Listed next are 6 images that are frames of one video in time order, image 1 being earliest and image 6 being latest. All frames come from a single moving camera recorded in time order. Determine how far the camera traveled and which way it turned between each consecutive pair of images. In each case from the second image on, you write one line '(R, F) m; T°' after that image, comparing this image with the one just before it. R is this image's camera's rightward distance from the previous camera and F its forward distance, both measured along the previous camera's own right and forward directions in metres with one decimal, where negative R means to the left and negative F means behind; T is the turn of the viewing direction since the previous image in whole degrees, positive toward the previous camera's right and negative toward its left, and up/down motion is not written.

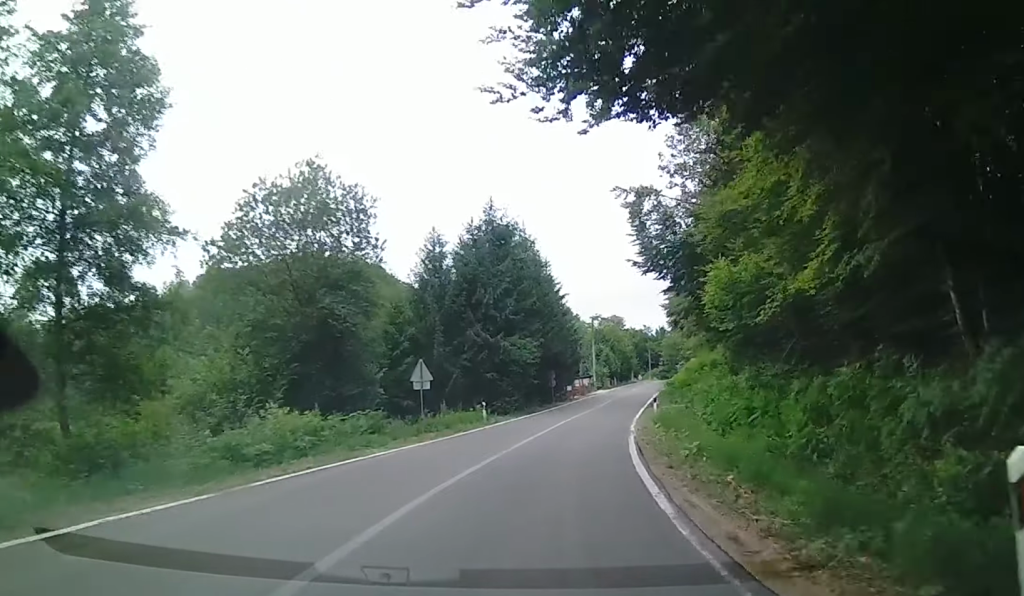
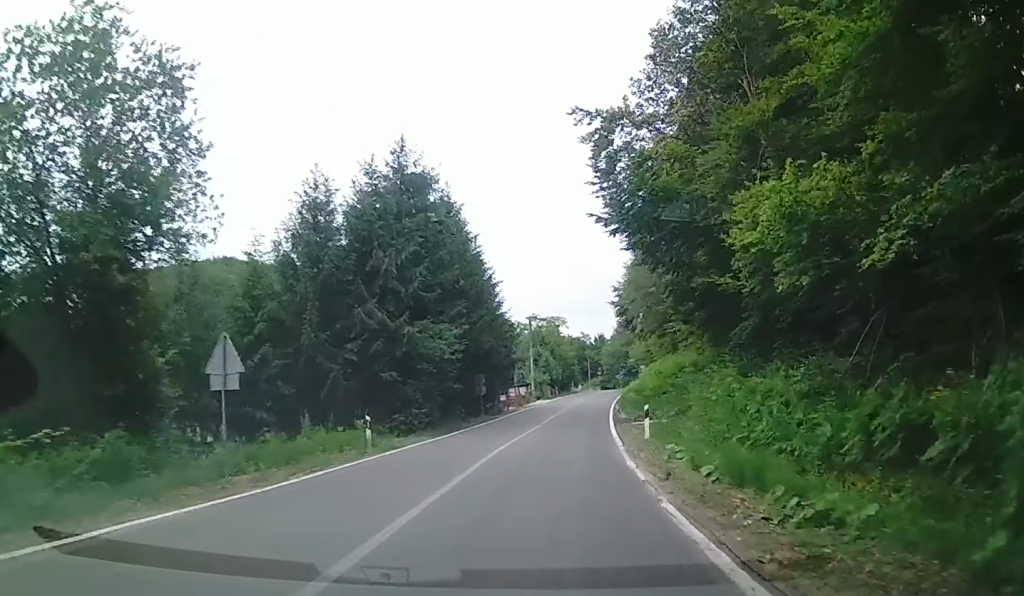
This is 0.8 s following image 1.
(+0.6, +12.2) m; 0°
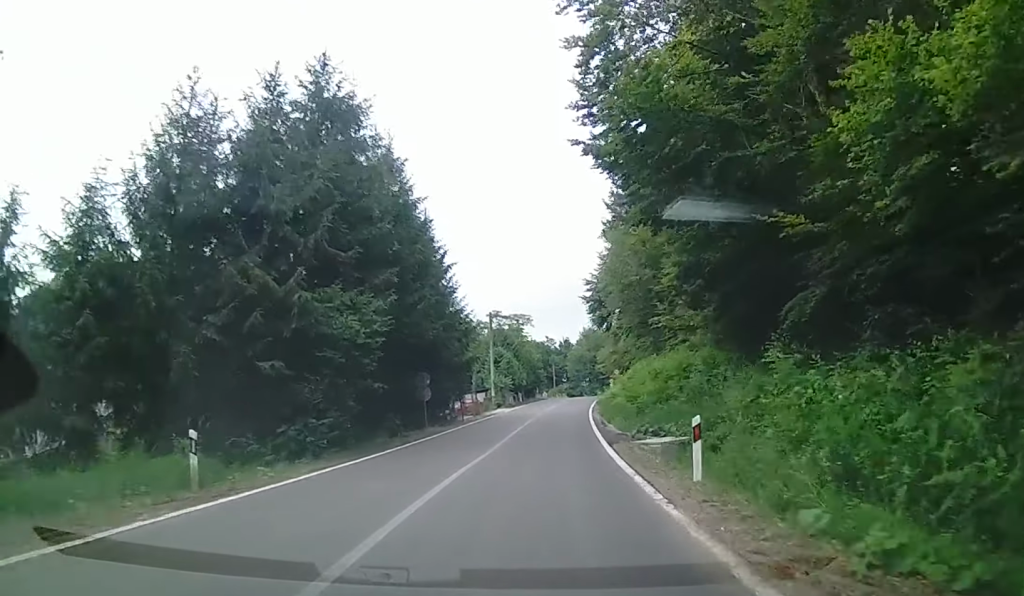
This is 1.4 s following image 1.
(+0.6, +8.5) m; -3°
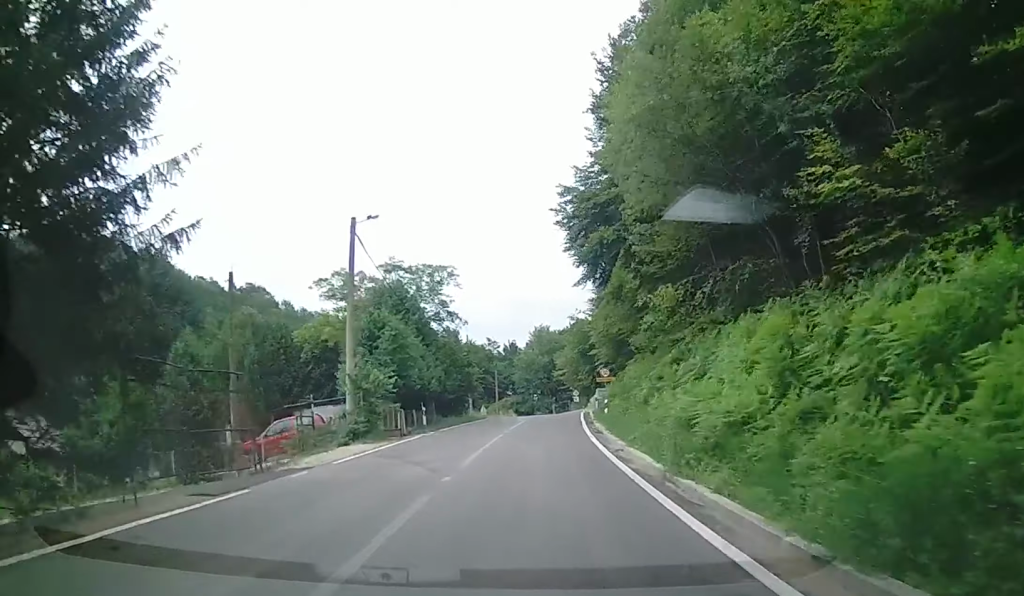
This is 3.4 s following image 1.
(-3.5, +26.0) m; -4°
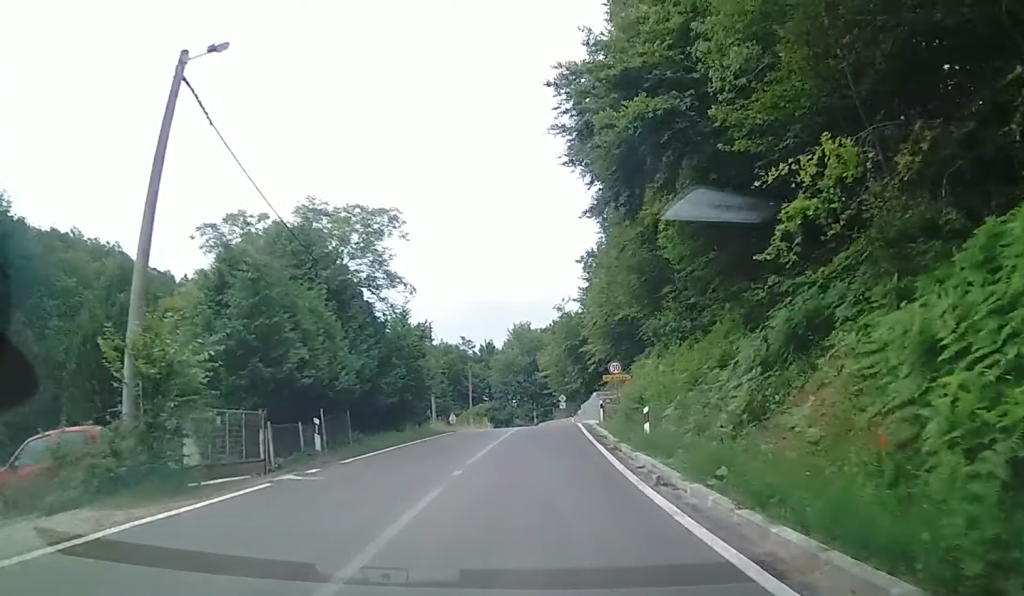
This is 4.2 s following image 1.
(+0.5, +10.5) m; +4°
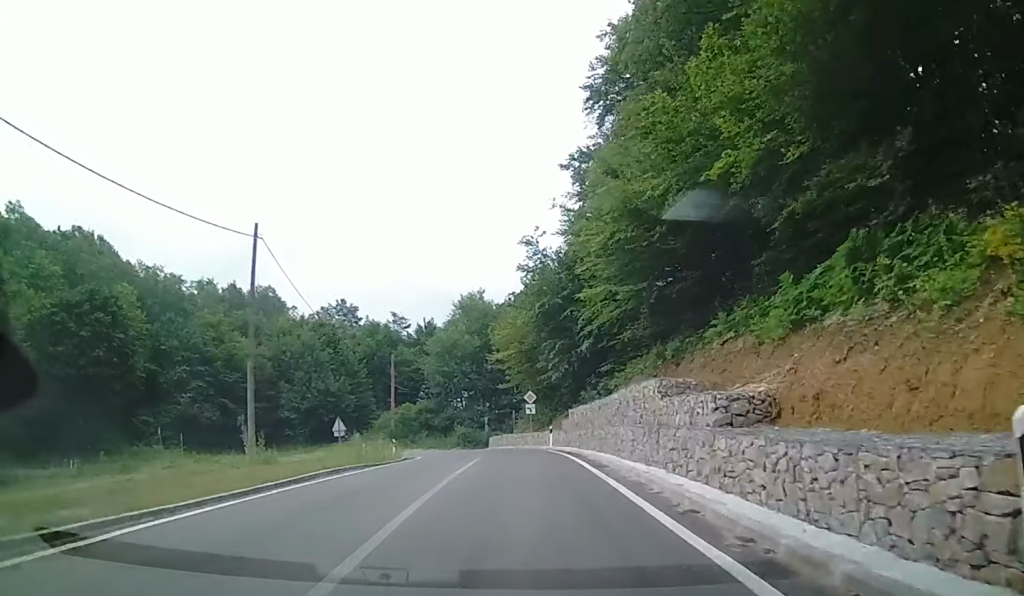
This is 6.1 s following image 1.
(+1.3, +23.0) m; +4°
